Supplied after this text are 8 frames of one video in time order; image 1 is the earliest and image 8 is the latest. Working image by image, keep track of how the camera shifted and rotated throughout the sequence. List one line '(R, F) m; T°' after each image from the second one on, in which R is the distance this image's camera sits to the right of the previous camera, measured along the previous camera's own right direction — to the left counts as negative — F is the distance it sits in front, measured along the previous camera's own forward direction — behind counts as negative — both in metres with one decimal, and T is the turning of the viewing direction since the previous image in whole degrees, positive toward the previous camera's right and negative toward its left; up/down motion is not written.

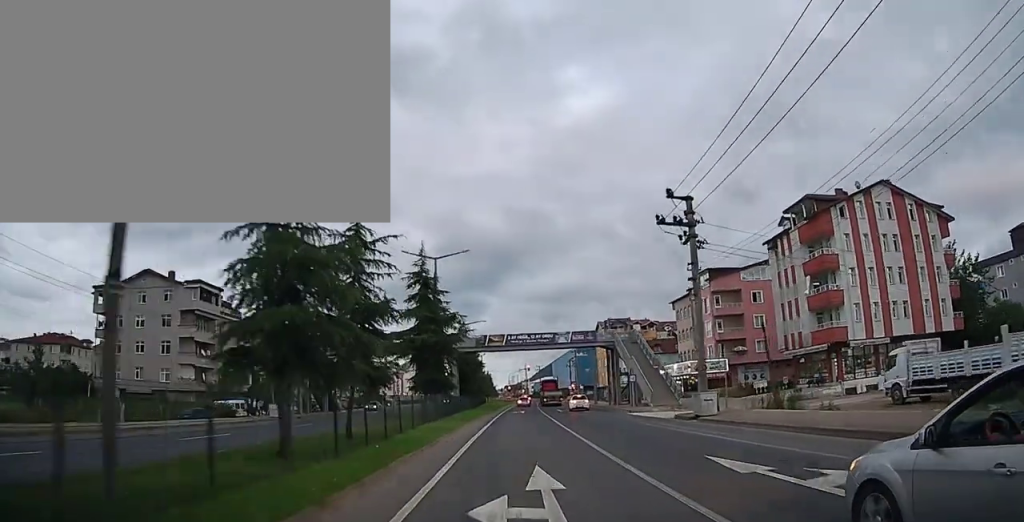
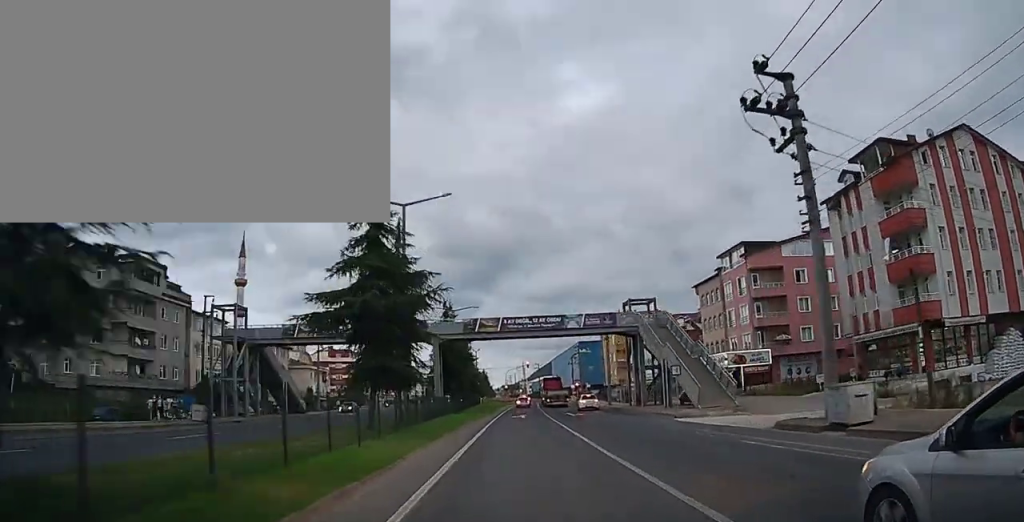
(0.0, +12.2) m; 0°
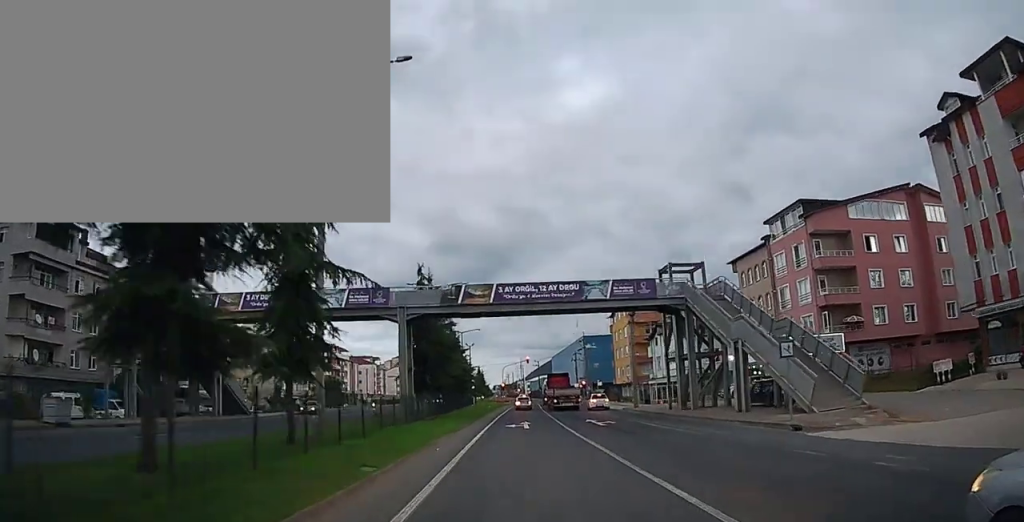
(-0.1, +12.9) m; -1°
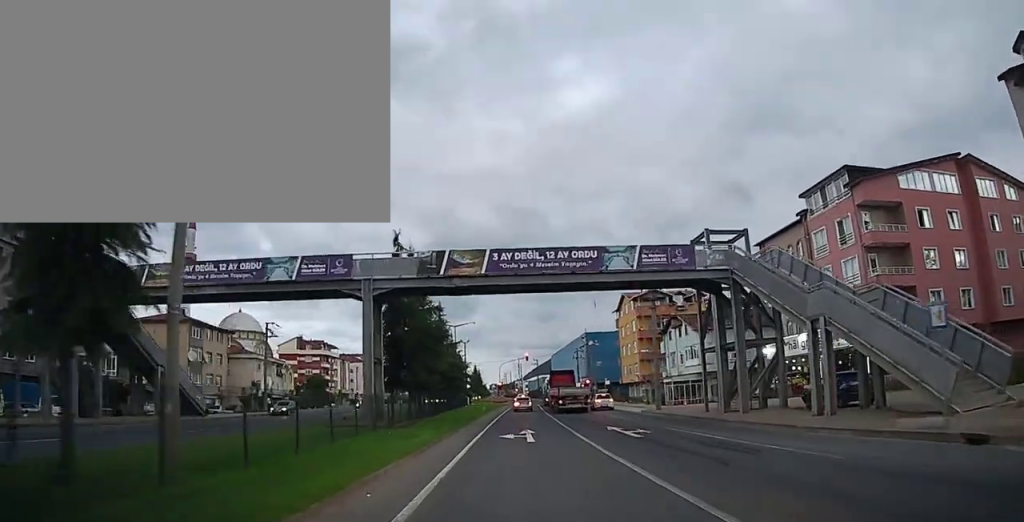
(-0.1, +7.4) m; 0°
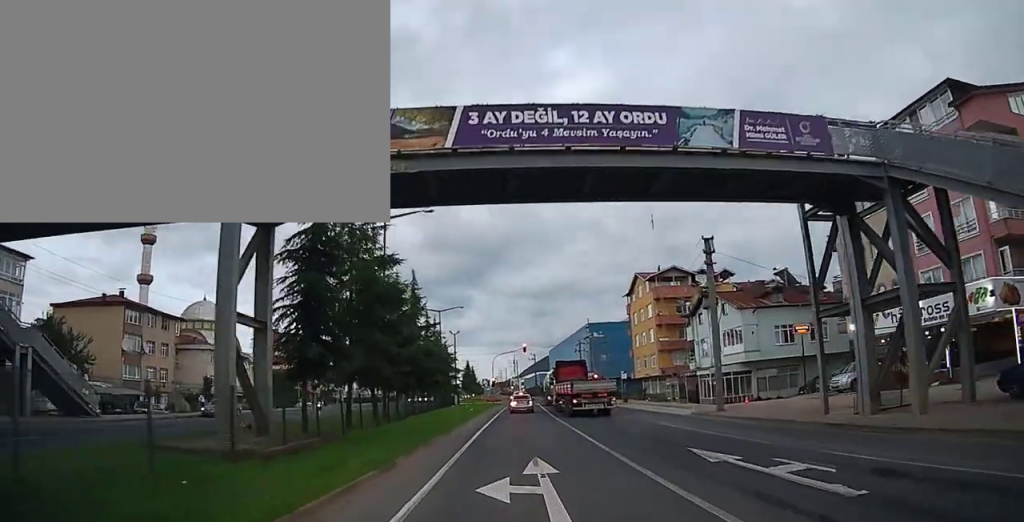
(+0.3, +11.8) m; +1°
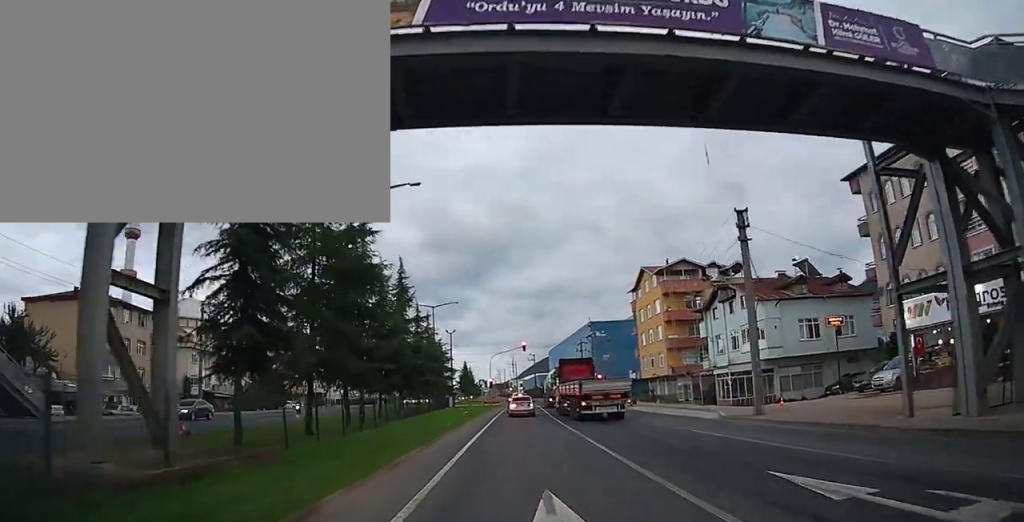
(0.0, +4.9) m; 0°
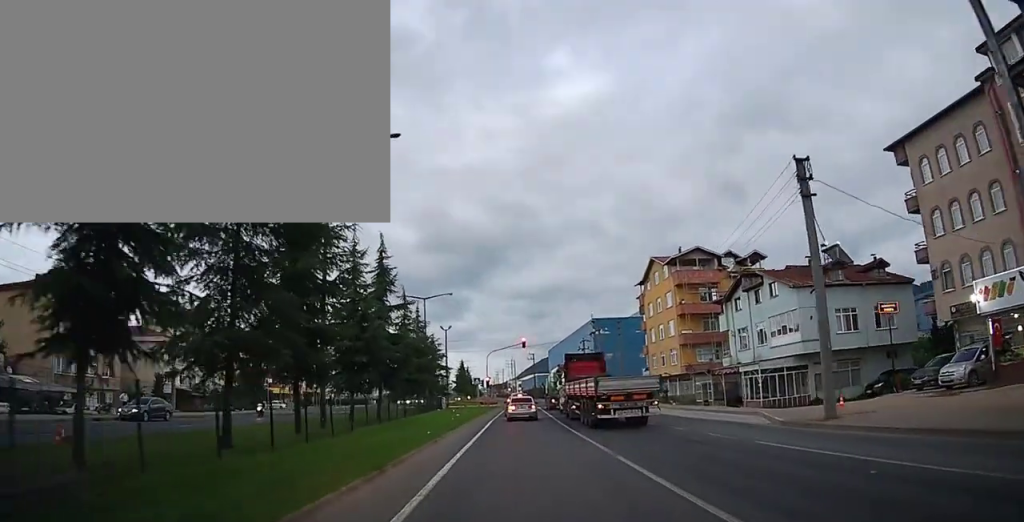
(-0.1, +5.5) m; 0°
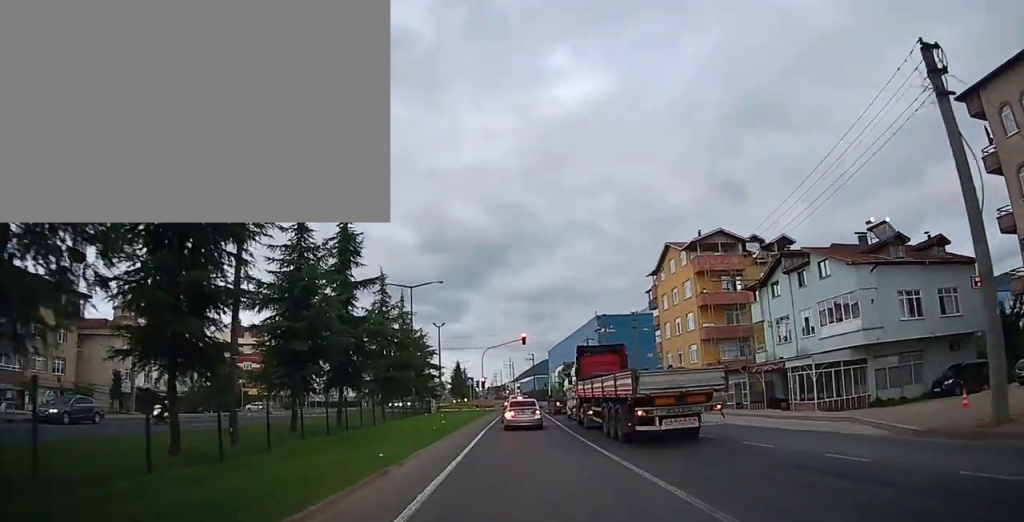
(+0.1, +7.0) m; +1°
